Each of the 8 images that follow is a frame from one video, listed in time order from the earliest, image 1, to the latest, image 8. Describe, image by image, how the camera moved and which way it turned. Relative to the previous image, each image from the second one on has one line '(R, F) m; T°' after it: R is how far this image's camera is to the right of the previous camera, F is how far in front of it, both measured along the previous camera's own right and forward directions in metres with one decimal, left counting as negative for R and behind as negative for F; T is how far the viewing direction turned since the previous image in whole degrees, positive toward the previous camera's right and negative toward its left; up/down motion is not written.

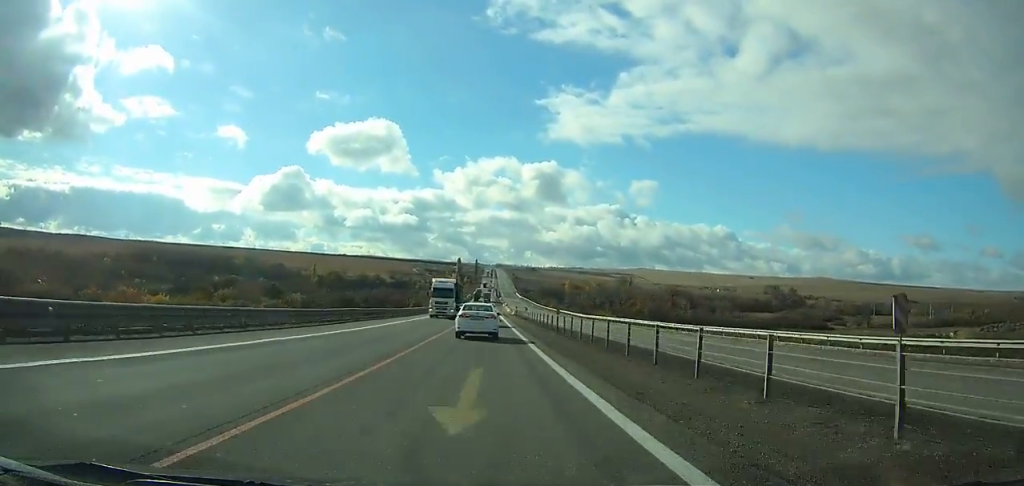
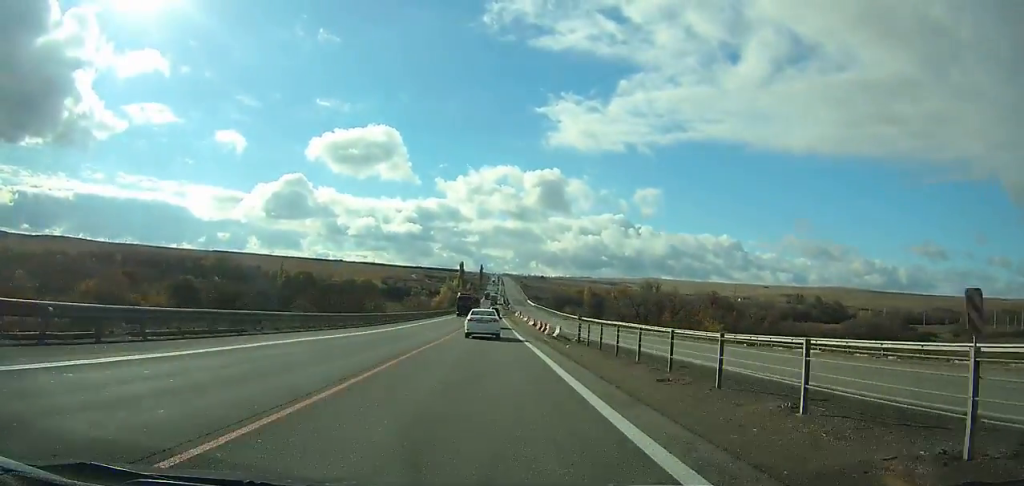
(-0.2, +62.8) m; 0°
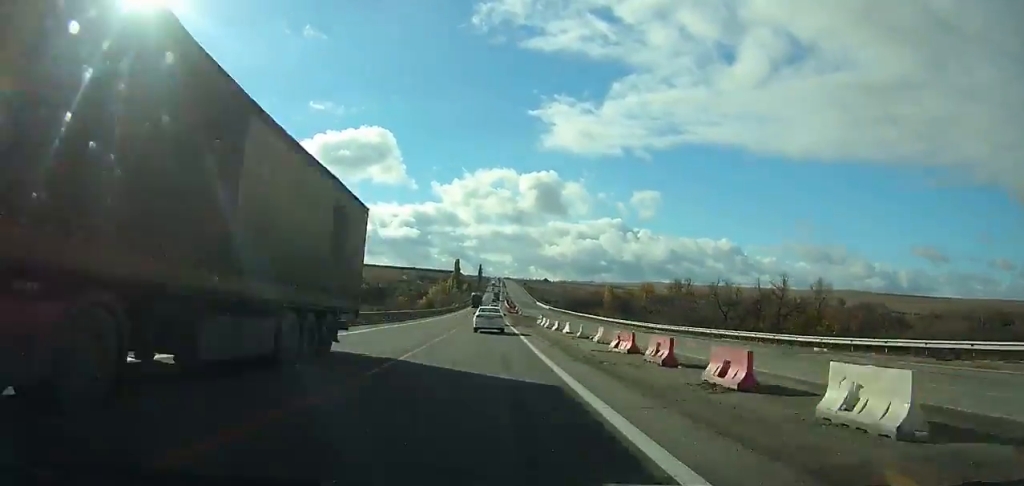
(-0.2, +65.9) m; 0°
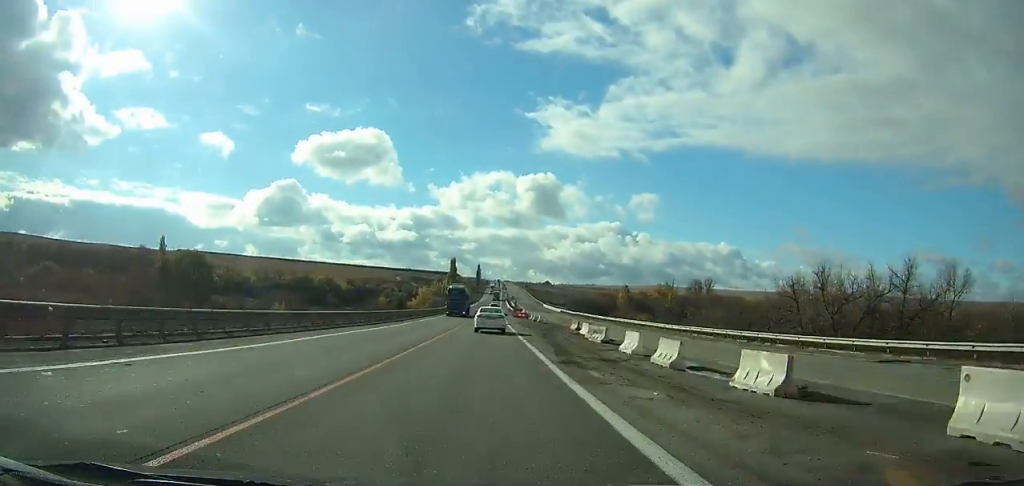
(0.0, +35.5) m; 0°
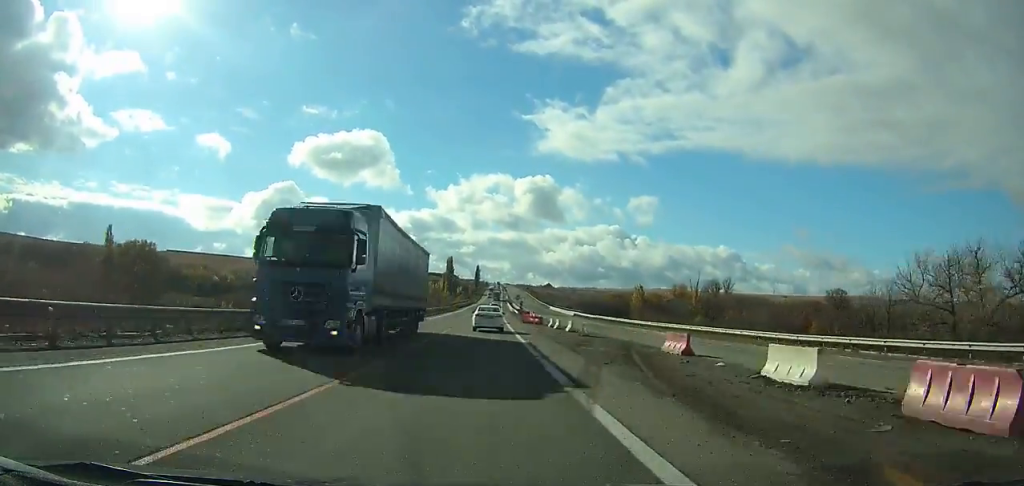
(0.0, +26.4) m; 0°
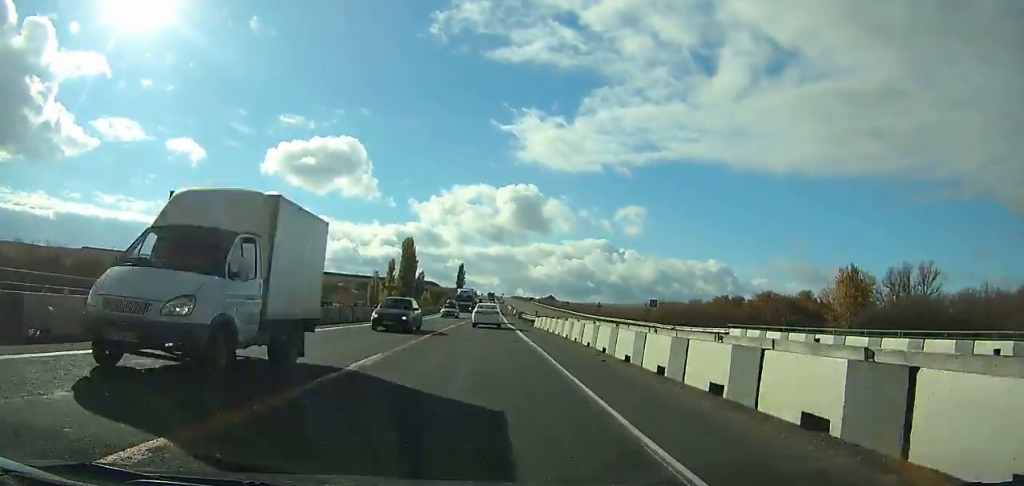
(+0.6, +149.0) m; 0°
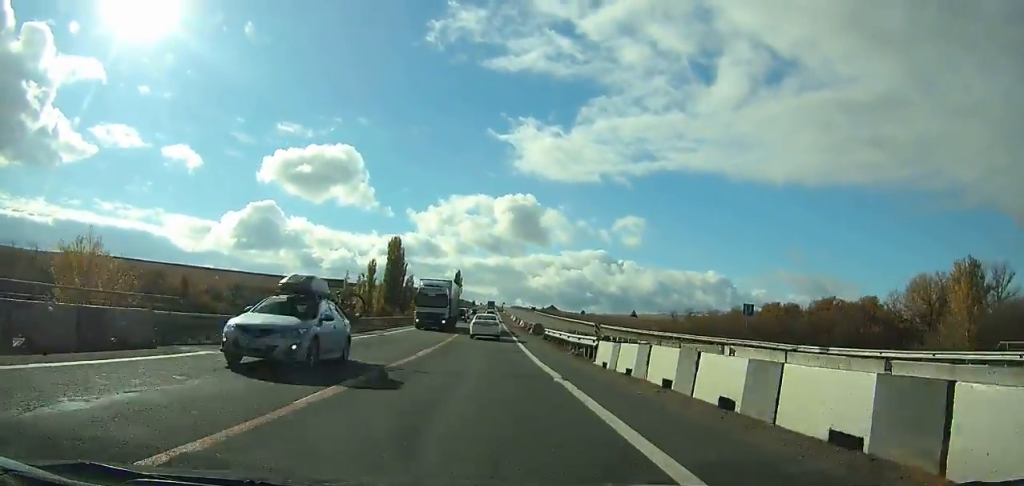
(0.0, +27.6) m; 0°
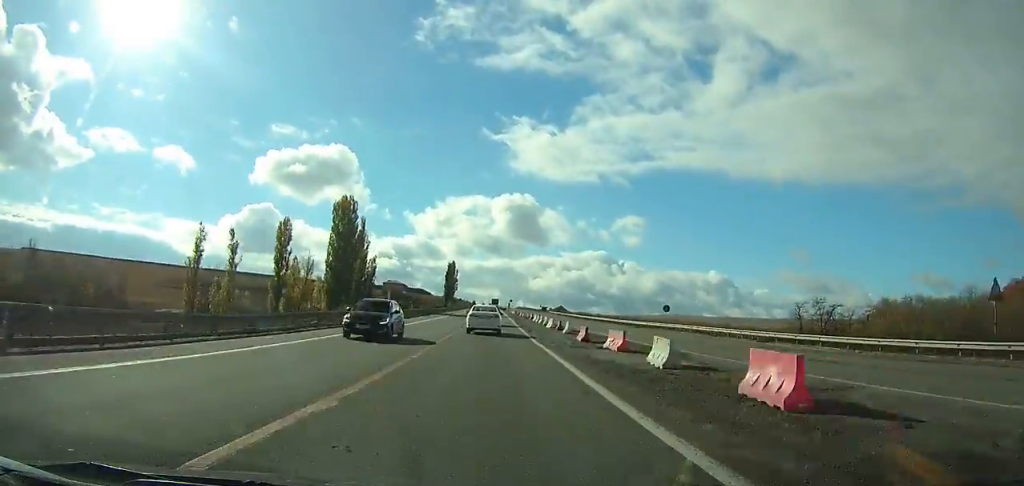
(0.0, +63.6) m; 0°
